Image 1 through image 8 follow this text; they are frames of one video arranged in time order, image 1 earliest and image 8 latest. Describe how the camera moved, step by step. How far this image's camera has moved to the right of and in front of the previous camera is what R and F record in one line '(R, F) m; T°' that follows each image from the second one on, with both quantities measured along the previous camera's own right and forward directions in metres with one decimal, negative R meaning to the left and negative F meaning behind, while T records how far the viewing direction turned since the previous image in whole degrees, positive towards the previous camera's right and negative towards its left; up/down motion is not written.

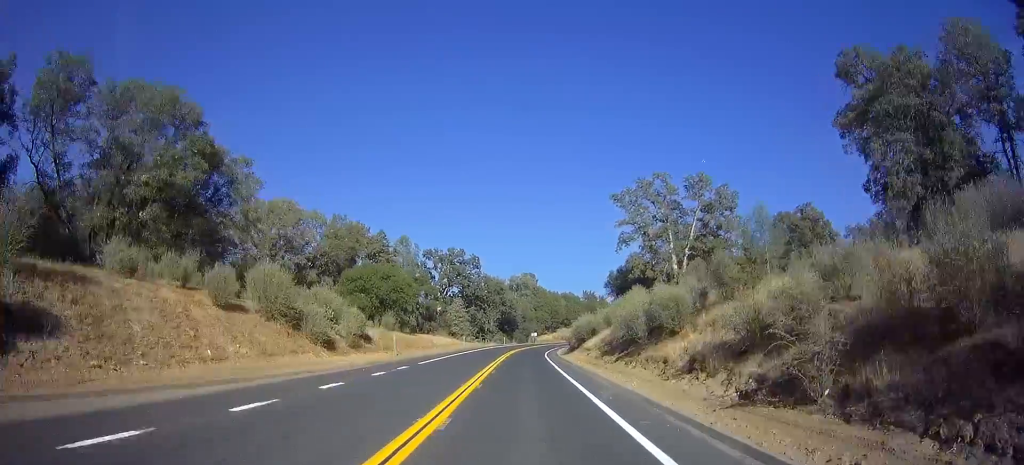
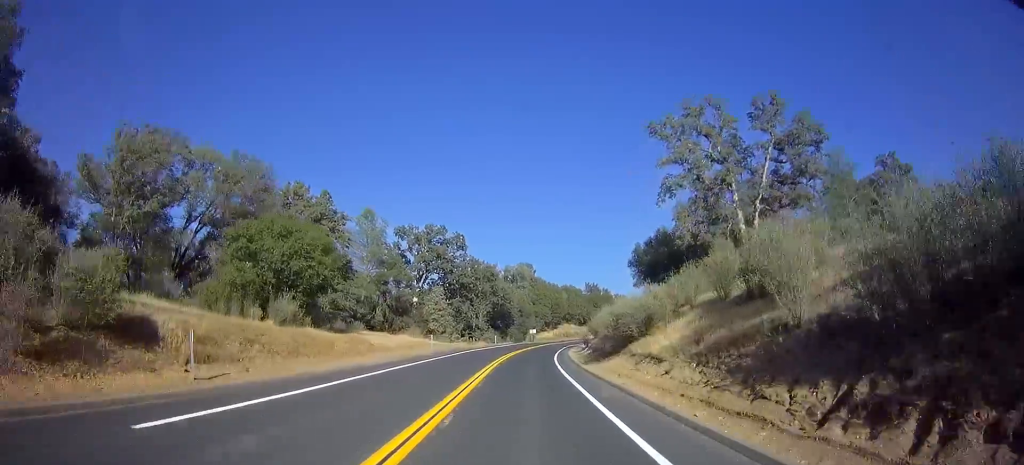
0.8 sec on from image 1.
(-0.1, +21.5) m; +1°
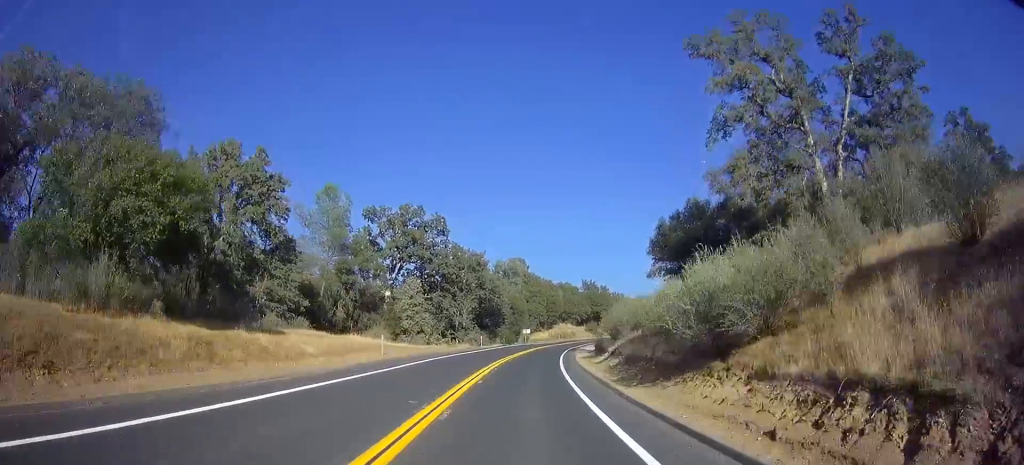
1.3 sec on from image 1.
(-0.2, +13.9) m; +1°
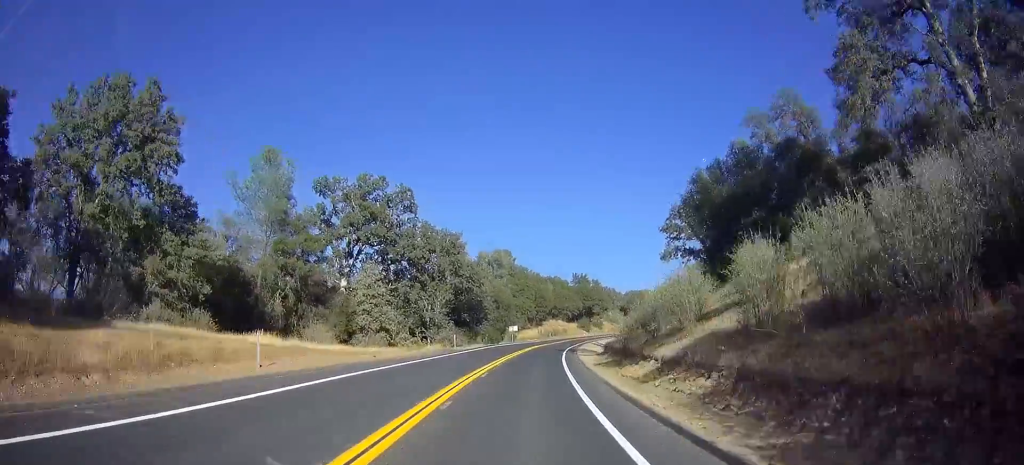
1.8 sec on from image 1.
(+0.5, +13.7) m; +2°
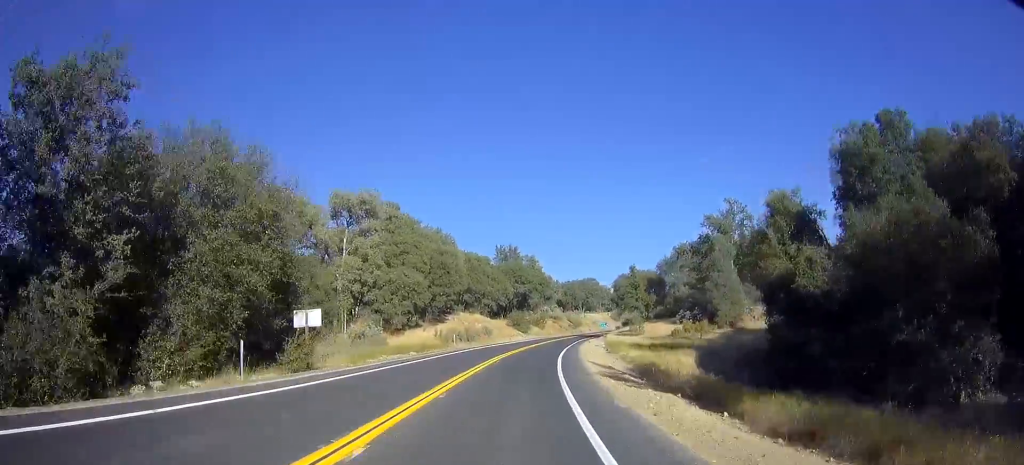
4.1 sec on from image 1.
(+4.5, +63.8) m; +9°
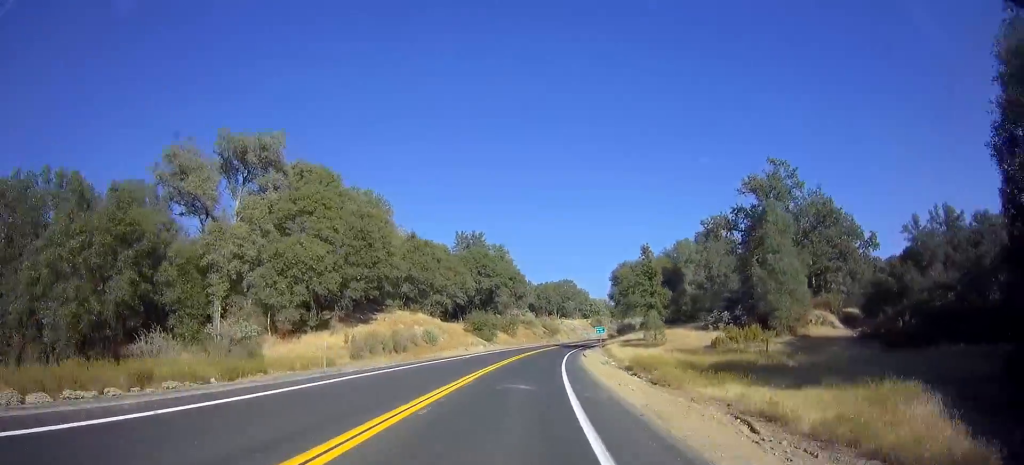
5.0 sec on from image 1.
(+0.7, +25.2) m; +3°
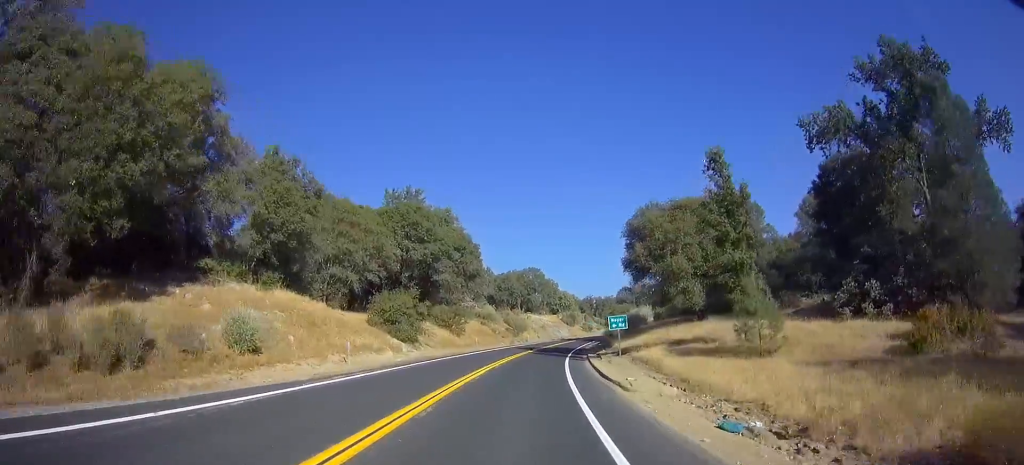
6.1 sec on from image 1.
(+1.0, +29.3) m; +4°
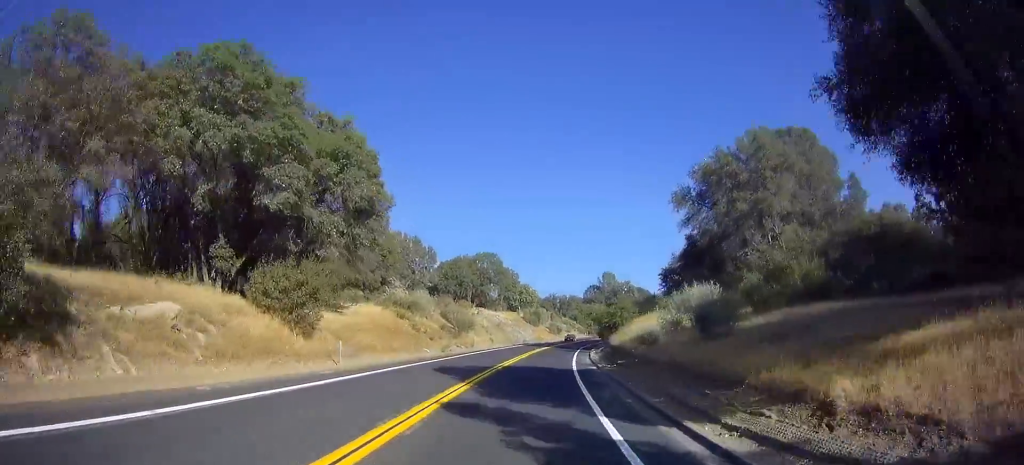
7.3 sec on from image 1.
(+1.3, +31.3) m; +5°
